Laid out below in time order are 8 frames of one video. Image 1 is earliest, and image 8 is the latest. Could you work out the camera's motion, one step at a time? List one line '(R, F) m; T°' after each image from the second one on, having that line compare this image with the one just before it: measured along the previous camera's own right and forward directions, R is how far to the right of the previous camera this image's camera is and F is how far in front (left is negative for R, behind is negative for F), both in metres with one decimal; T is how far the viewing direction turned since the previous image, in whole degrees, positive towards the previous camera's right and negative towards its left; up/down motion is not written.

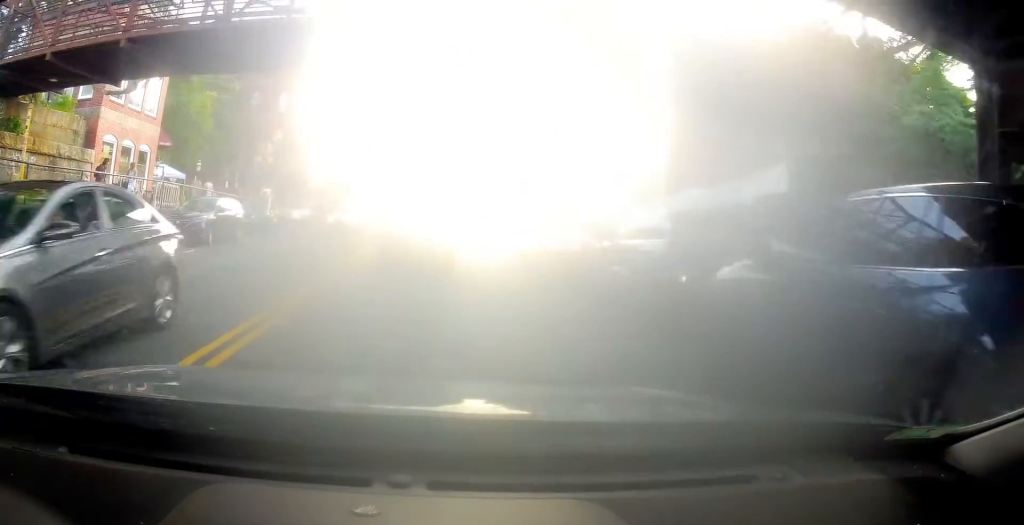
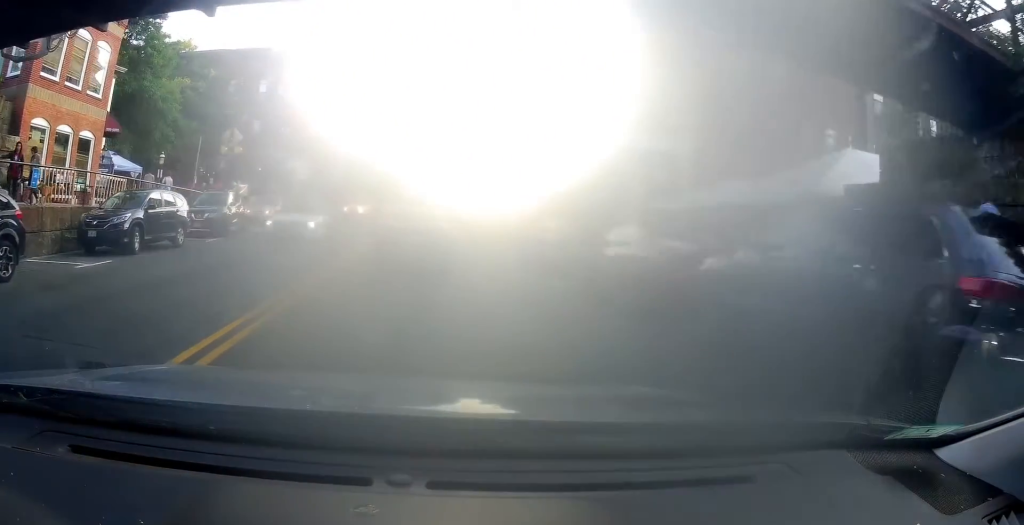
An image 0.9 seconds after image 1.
(+0.2, +4.6) m; 0°
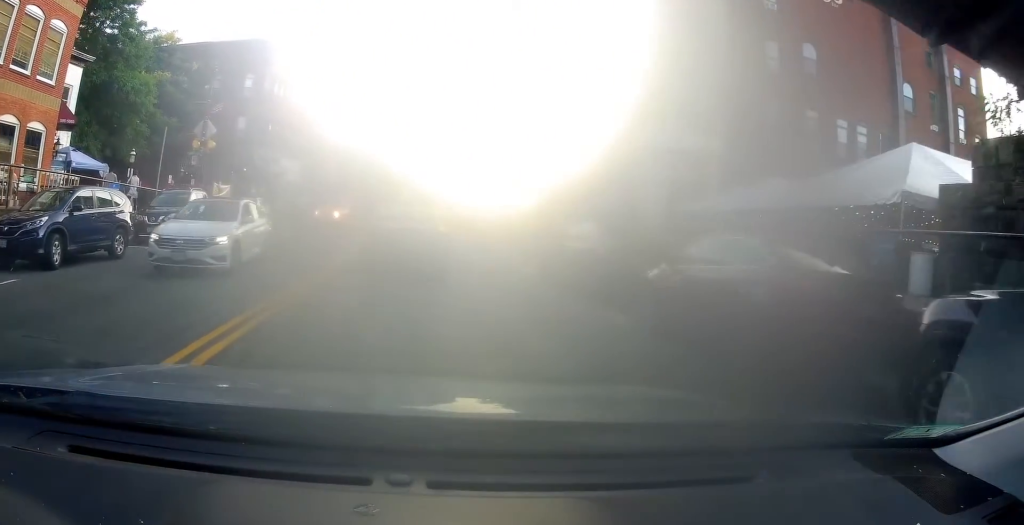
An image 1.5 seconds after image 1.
(+0.2, +2.8) m; -4°
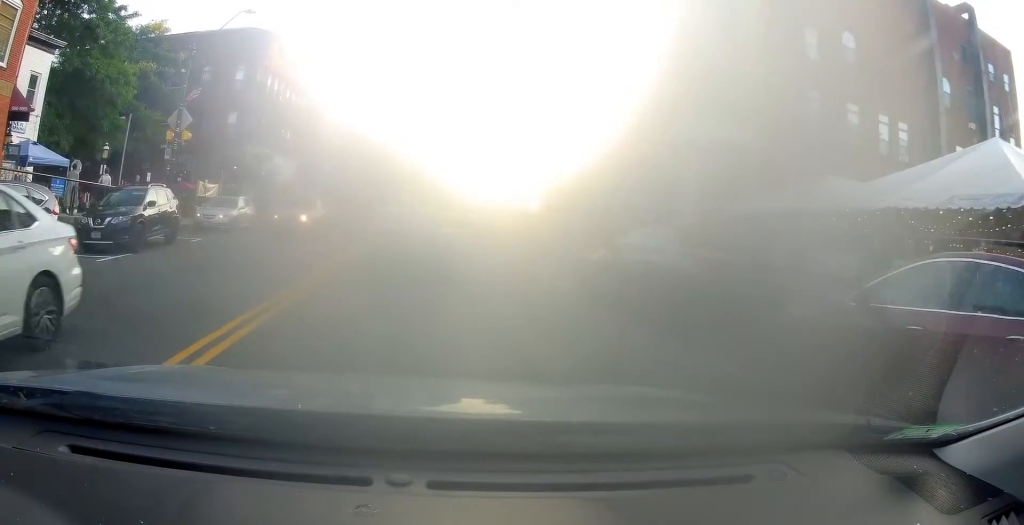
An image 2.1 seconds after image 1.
(-0.4, +3.2) m; -1°
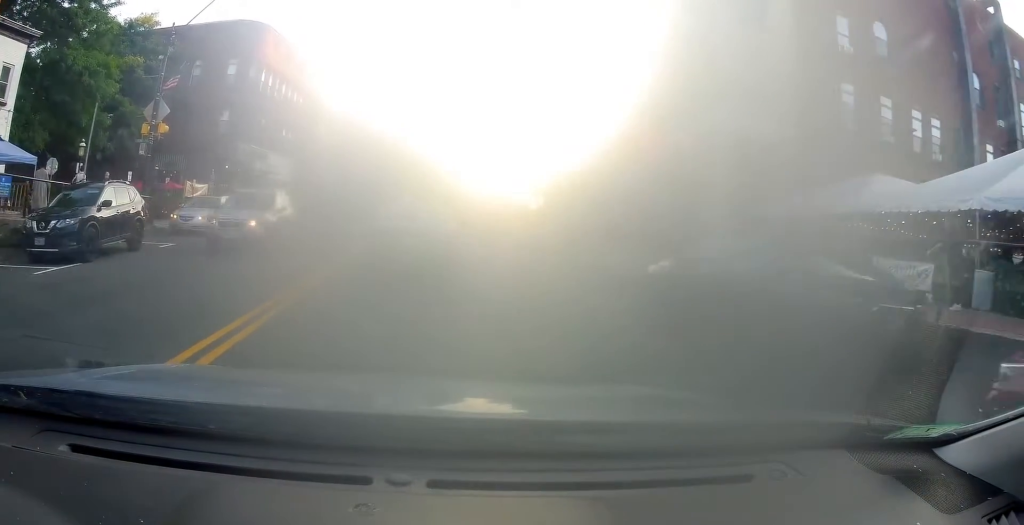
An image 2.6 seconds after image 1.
(-0.2, +2.4) m; 0°
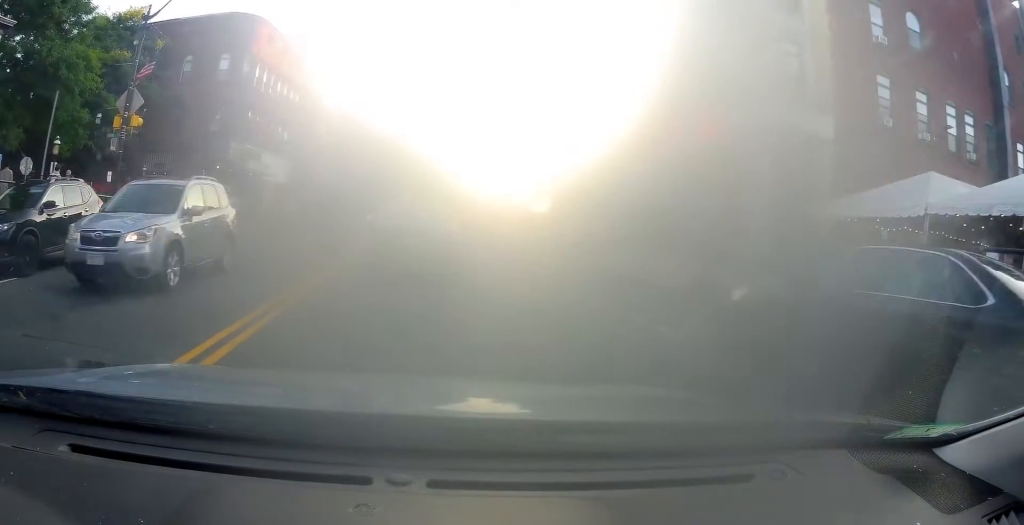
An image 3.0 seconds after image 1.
(+0.2, +2.5) m; +4°
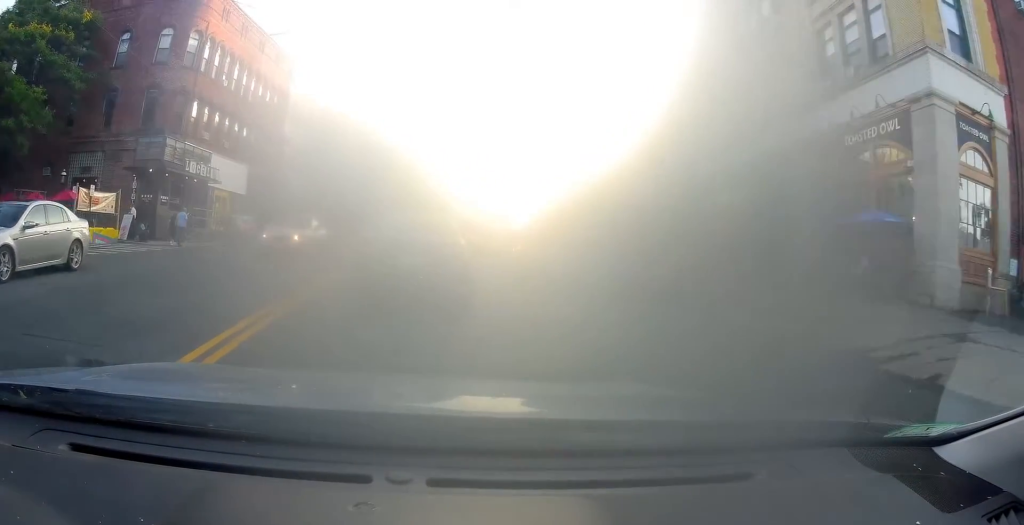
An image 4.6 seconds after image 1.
(+0.7, +9.2) m; +1°
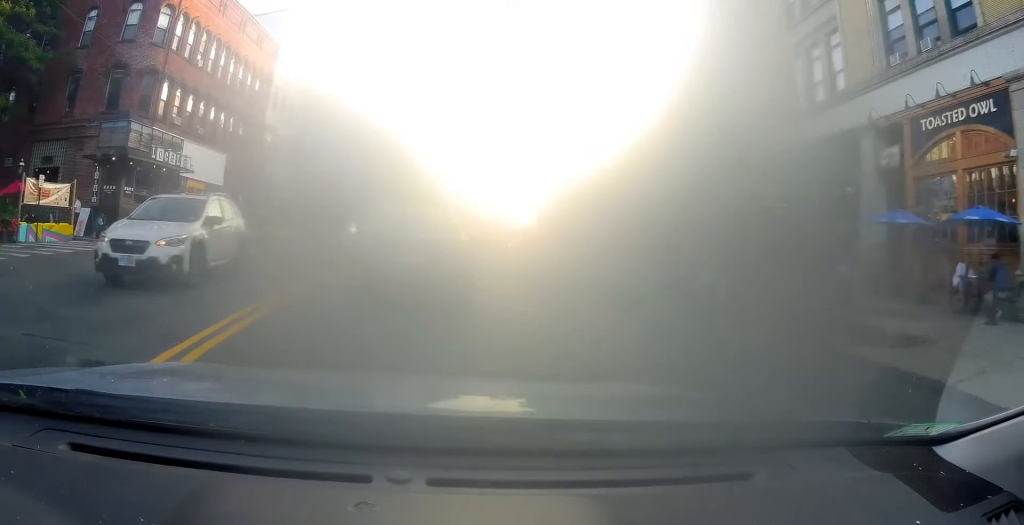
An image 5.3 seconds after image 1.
(-0.4, +3.3) m; -3°
